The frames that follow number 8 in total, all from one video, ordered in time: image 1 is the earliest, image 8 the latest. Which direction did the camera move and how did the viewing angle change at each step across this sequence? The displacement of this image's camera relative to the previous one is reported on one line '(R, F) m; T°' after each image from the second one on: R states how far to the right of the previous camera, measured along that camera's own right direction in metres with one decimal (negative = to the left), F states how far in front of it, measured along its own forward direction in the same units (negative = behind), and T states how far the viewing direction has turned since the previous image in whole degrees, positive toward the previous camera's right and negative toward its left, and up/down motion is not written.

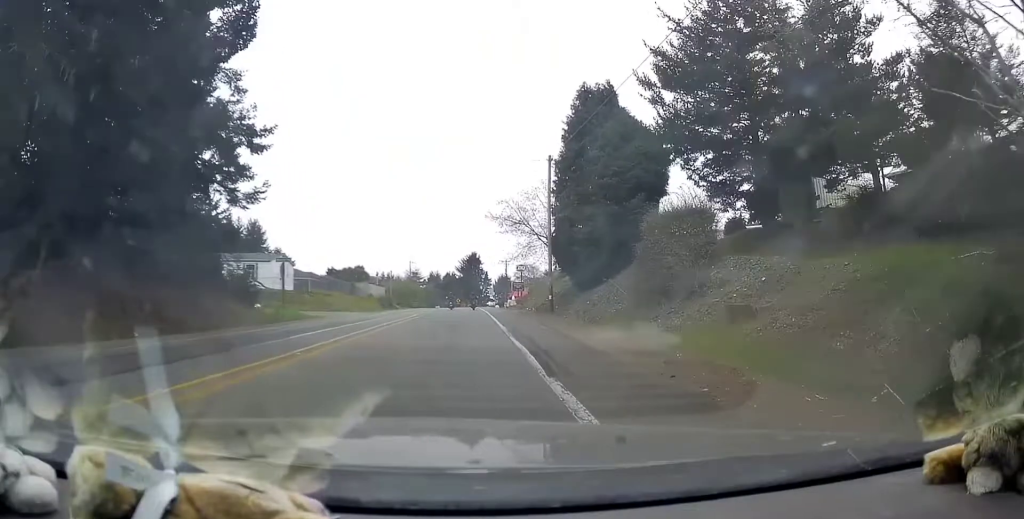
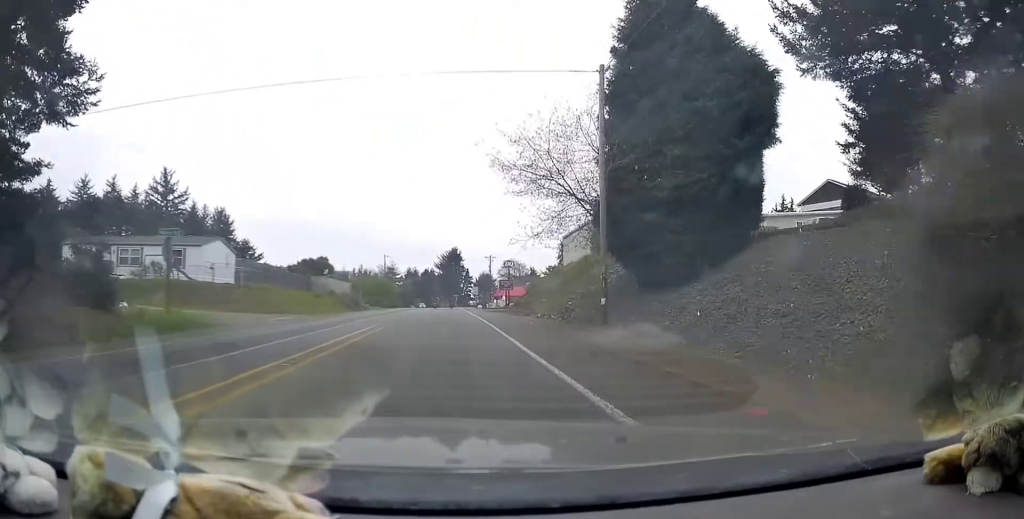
(+0.1, +11.1) m; 0°
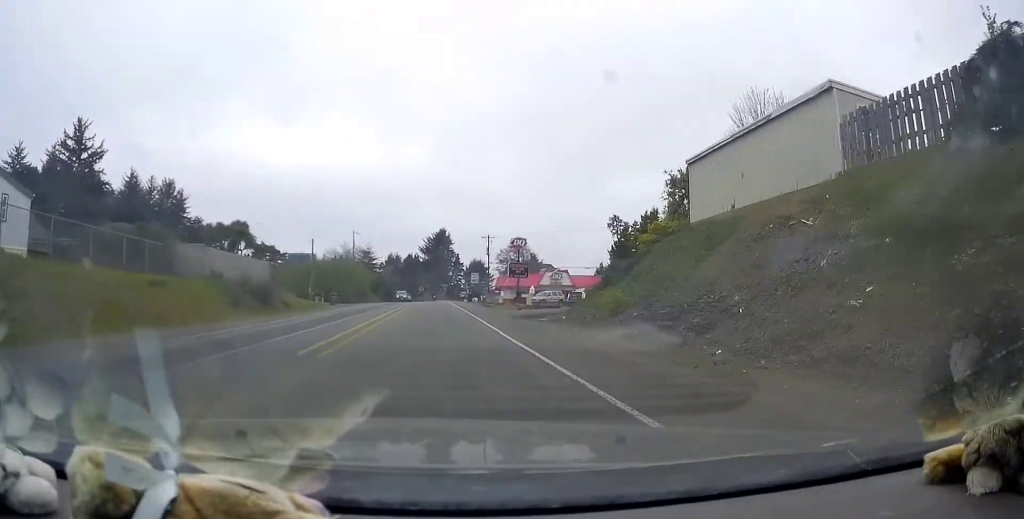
(+1.0, +25.9) m; +4°
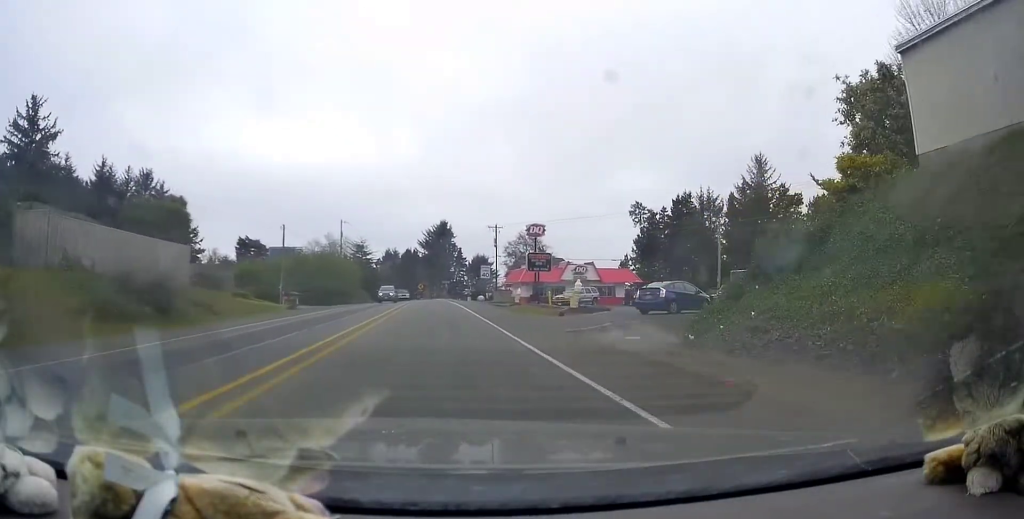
(0.0, +13.3) m; -1°
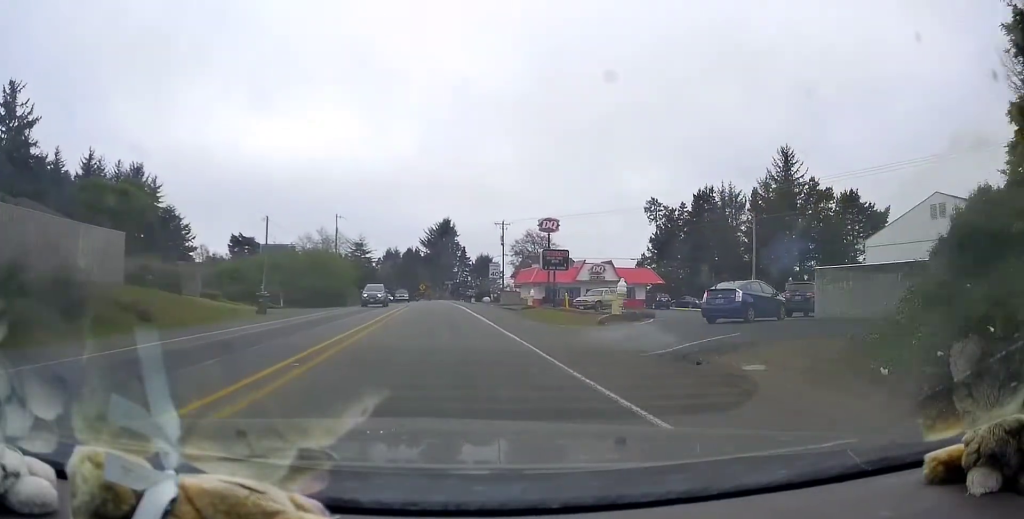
(0.0, +6.4) m; -1°
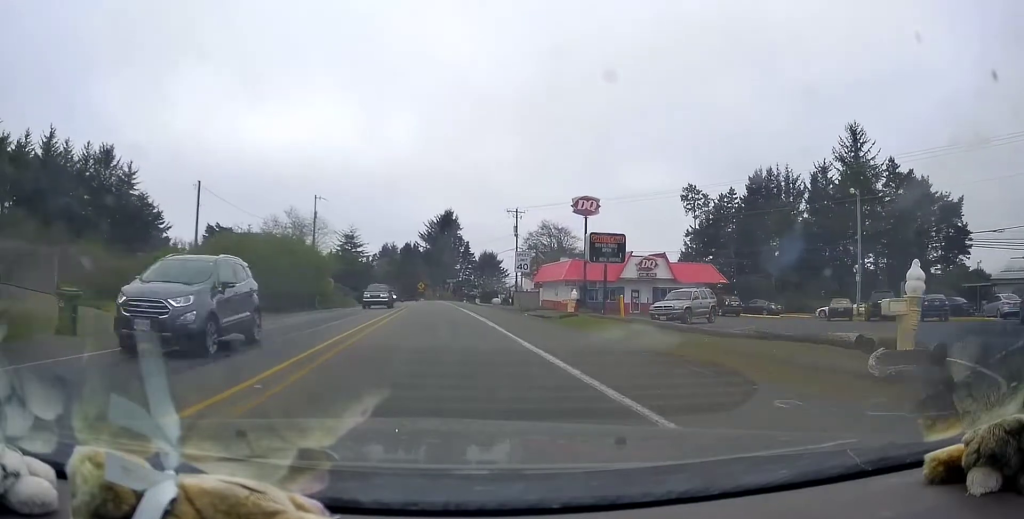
(-0.3, +15.5) m; 0°
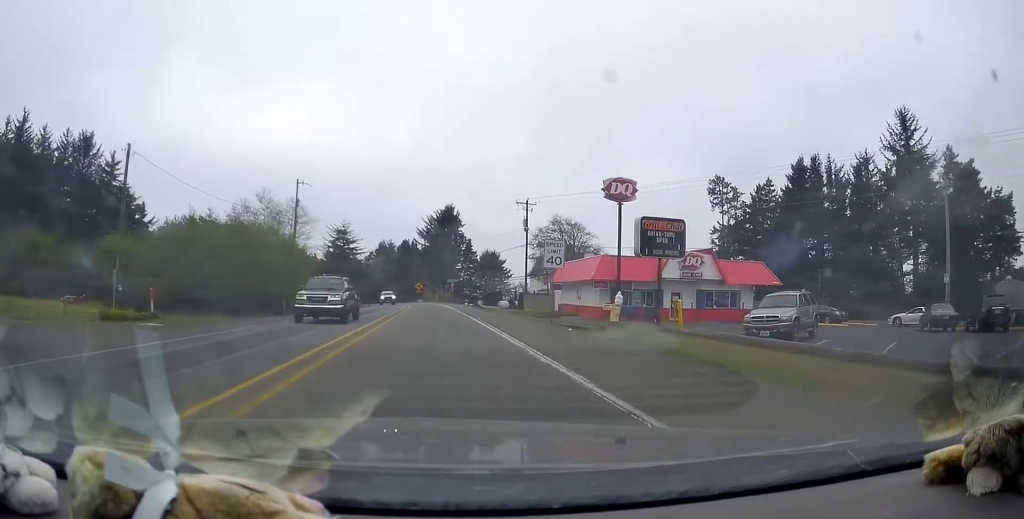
(+0.2, +8.5) m; +1°
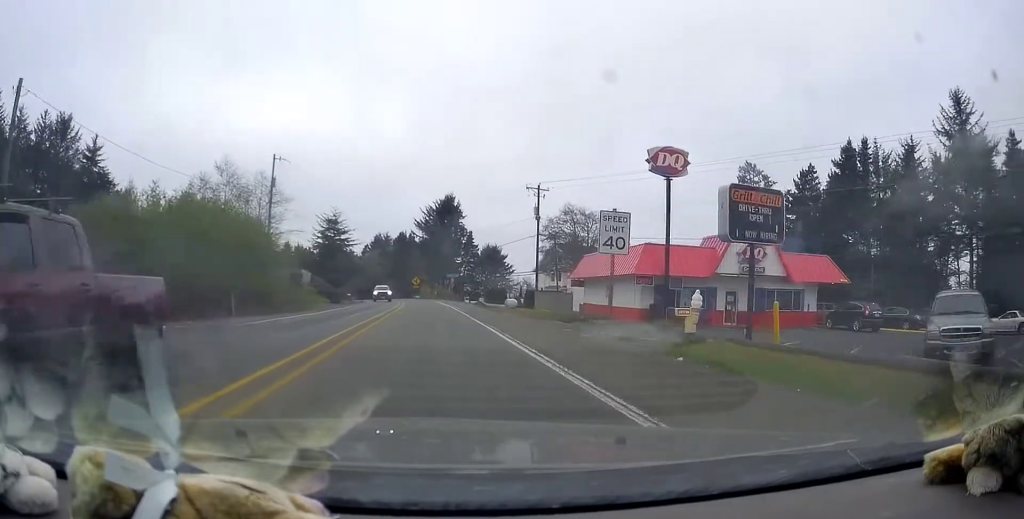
(+0.1, +8.5) m; +1°
